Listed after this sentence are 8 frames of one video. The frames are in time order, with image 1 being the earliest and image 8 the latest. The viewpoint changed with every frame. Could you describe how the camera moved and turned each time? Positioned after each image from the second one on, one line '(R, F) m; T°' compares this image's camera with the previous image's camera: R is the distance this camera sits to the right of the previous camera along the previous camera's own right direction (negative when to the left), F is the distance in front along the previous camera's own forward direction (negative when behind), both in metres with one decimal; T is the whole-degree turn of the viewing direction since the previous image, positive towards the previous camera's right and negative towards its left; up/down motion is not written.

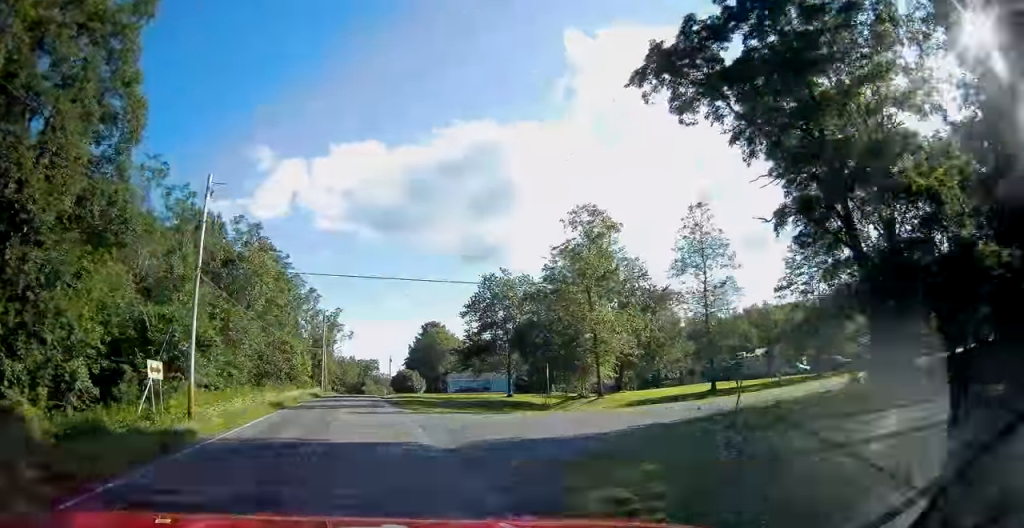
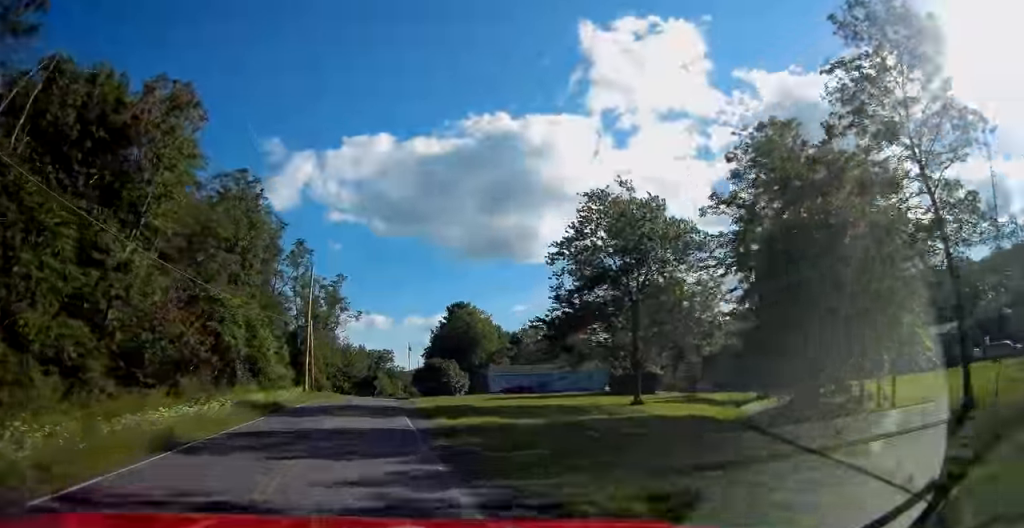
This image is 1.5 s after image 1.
(+0.3, +31.3) m; +1°
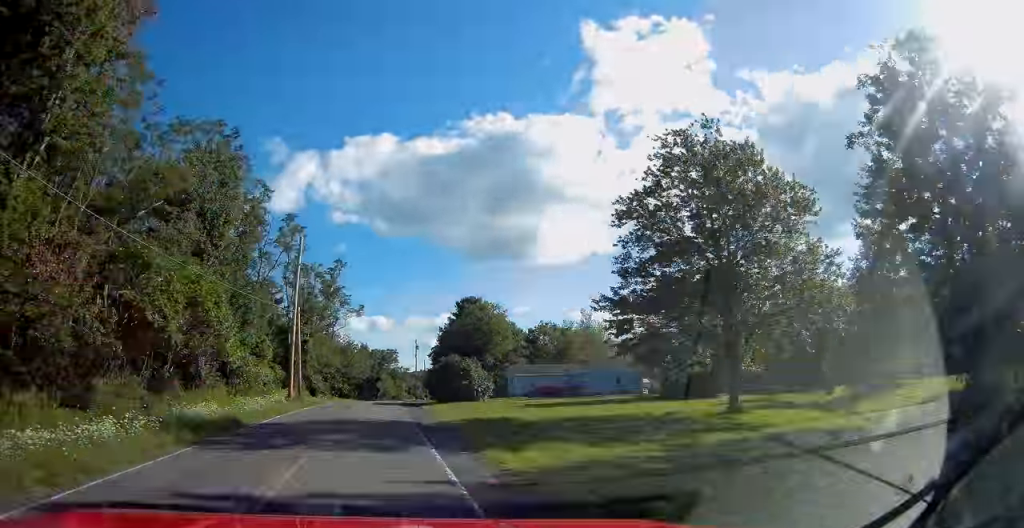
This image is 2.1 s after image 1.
(0.0, +11.0) m; 0°
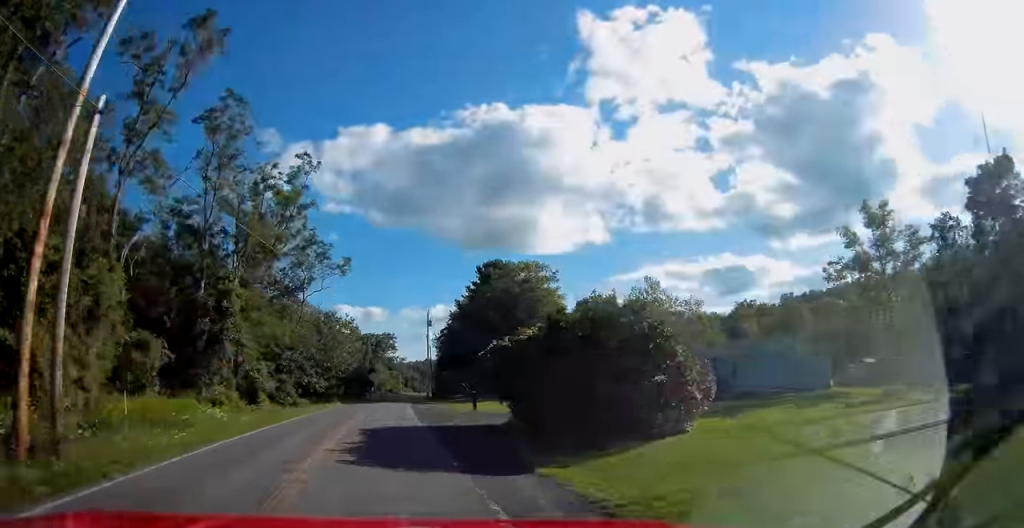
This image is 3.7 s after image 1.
(+0.1, +33.2) m; +1°
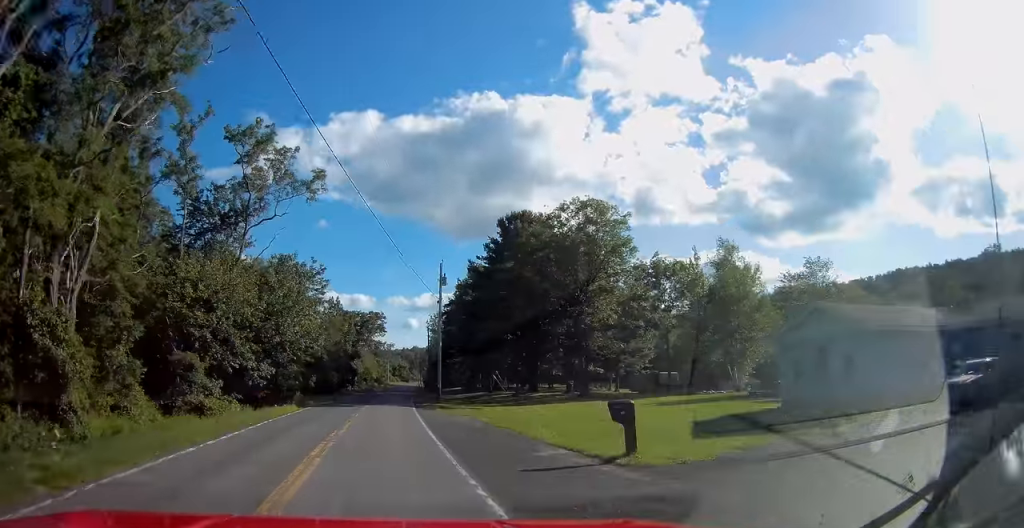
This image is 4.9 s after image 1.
(+0.2, +24.4) m; +1°
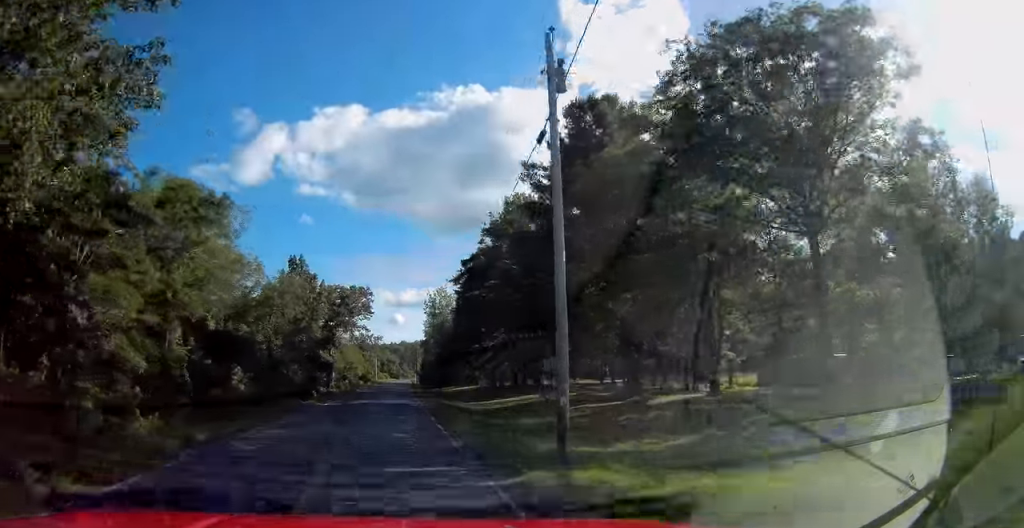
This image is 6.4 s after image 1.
(+0.2, +31.1) m; +1°
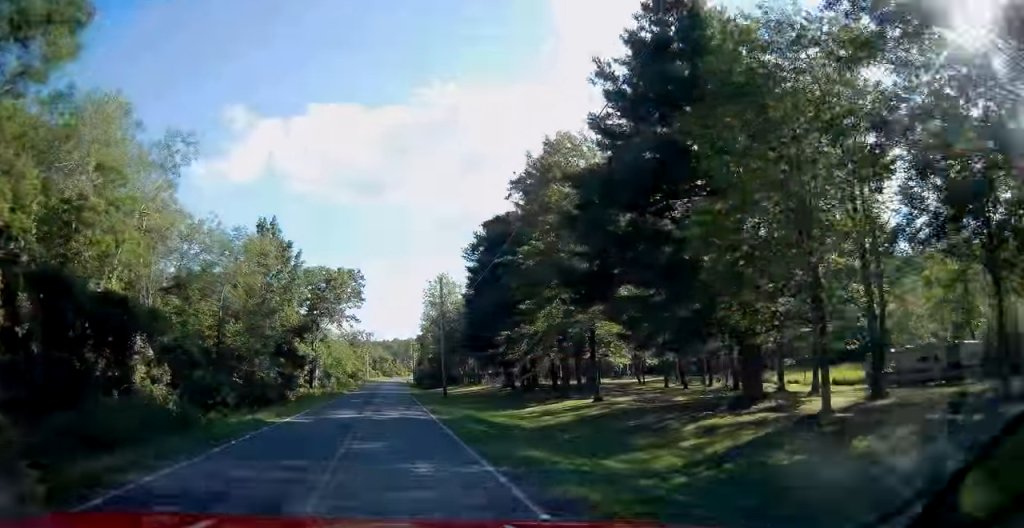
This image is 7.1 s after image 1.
(+0.2, +14.2) m; +1°
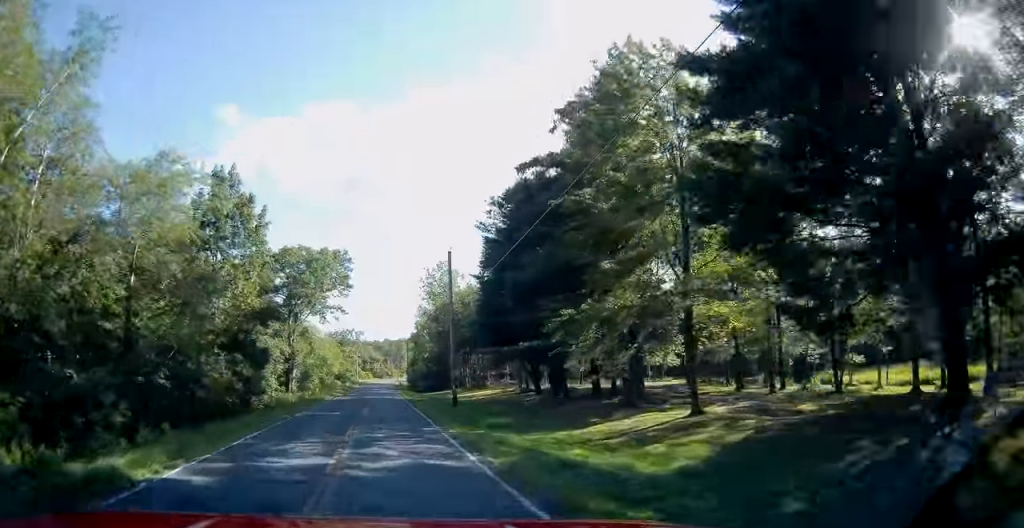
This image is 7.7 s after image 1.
(+0.1, +12.9) m; +1°
